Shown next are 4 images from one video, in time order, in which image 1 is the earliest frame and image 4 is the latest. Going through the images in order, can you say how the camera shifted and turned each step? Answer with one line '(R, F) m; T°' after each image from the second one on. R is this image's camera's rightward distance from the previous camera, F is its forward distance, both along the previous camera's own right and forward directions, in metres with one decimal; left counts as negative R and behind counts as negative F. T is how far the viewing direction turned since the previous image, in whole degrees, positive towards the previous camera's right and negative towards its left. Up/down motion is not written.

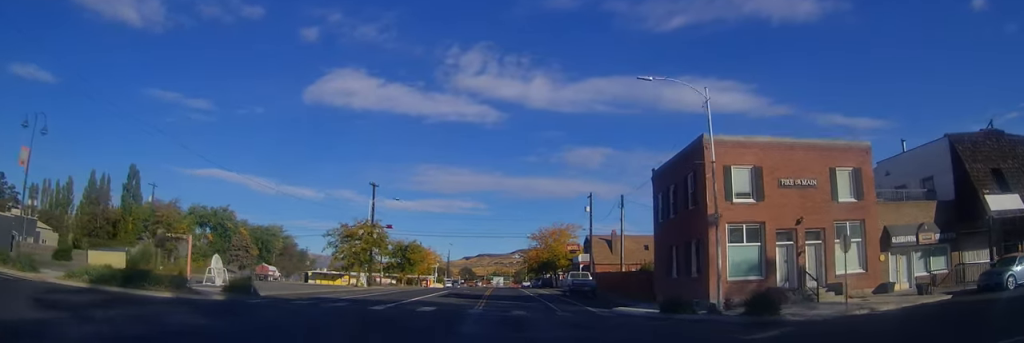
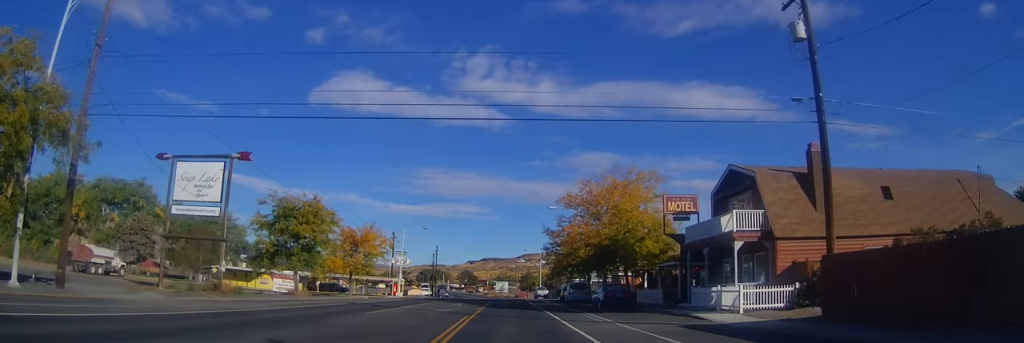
(-0.1, +47.1) m; -2°
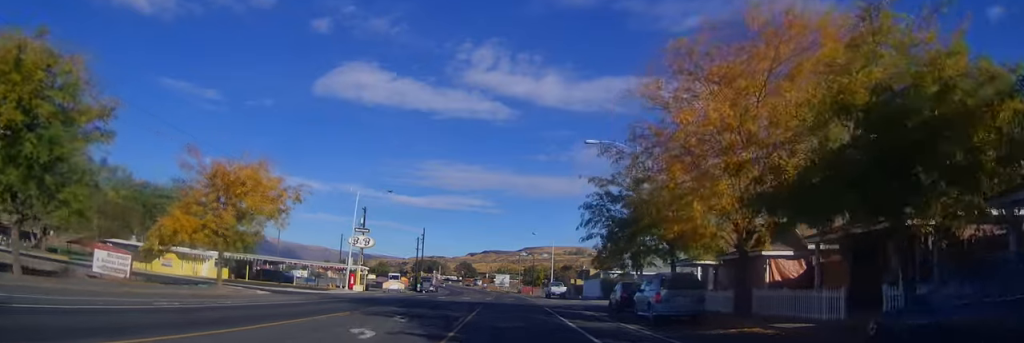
(0.0, +25.9) m; 0°
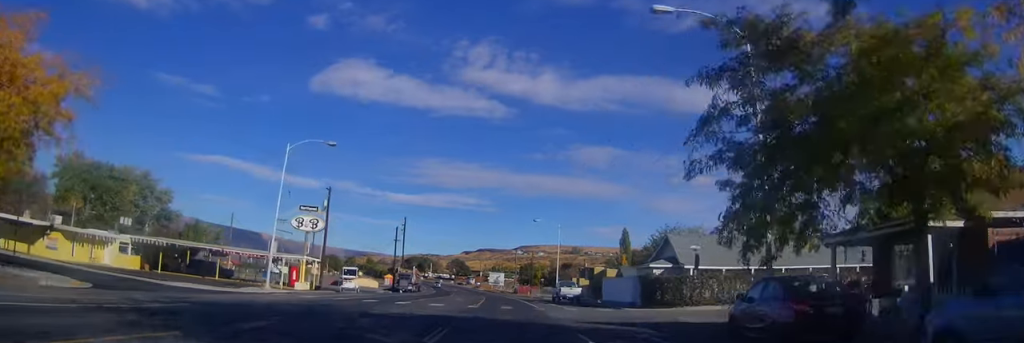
(0.0, +16.7) m; 0°
